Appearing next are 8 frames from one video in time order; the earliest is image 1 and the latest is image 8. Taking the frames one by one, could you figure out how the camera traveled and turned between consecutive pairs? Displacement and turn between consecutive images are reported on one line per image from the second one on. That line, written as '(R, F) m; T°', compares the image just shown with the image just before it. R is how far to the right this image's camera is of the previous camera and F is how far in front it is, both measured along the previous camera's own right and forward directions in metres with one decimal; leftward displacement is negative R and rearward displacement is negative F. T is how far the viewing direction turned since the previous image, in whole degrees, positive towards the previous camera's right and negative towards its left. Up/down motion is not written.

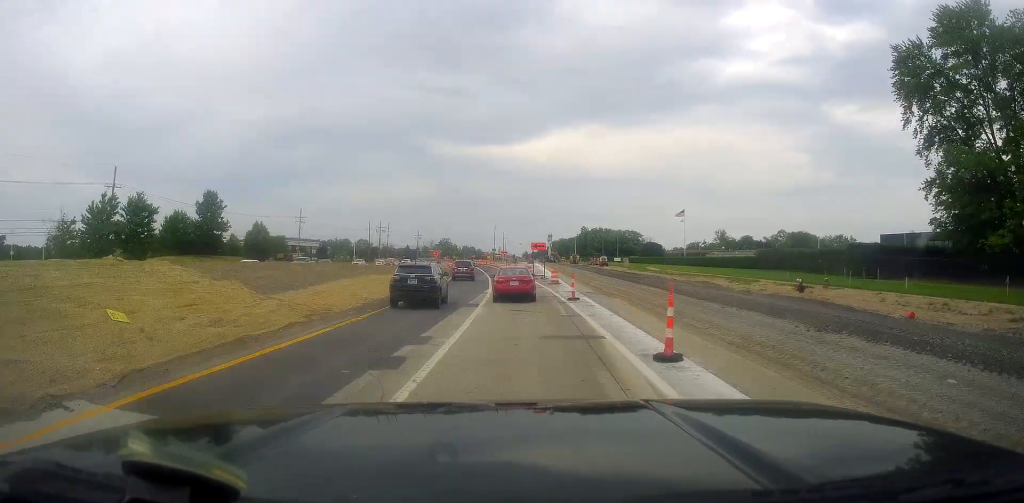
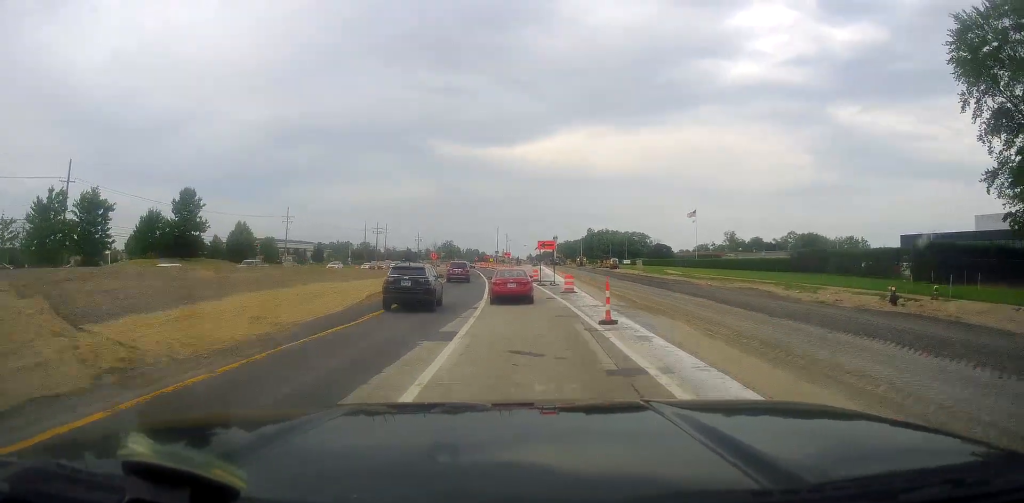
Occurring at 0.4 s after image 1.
(+0.1, +9.1) m; -1°
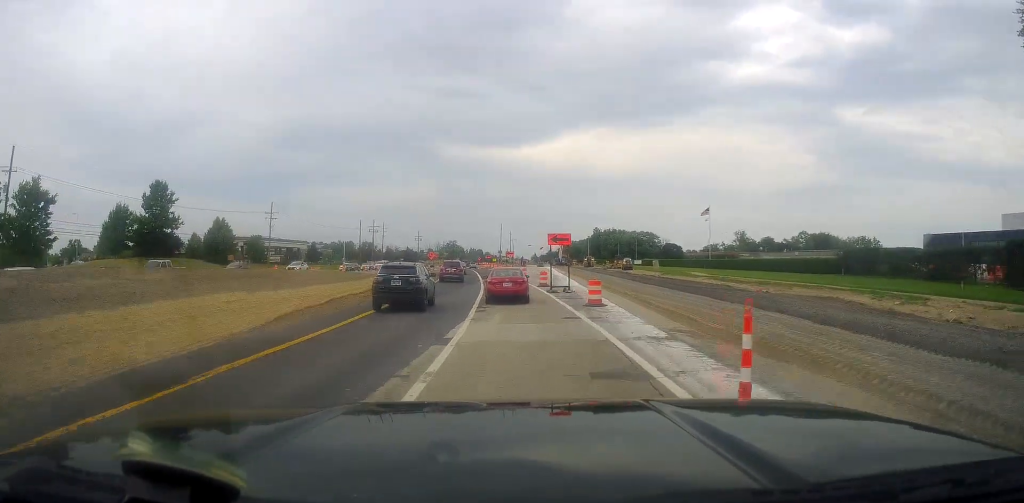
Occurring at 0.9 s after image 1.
(0.0, +9.8) m; -1°
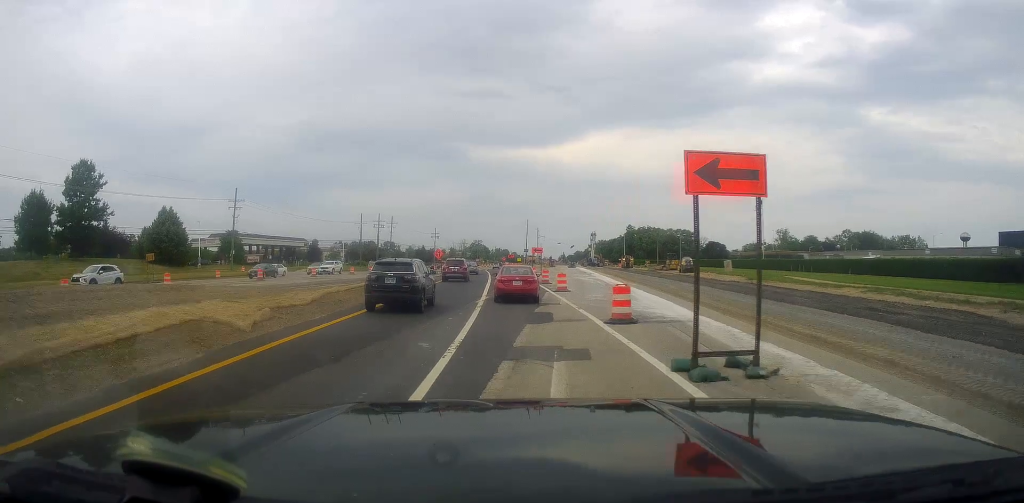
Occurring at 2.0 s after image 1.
(-0.7, +23.0) m; -2°
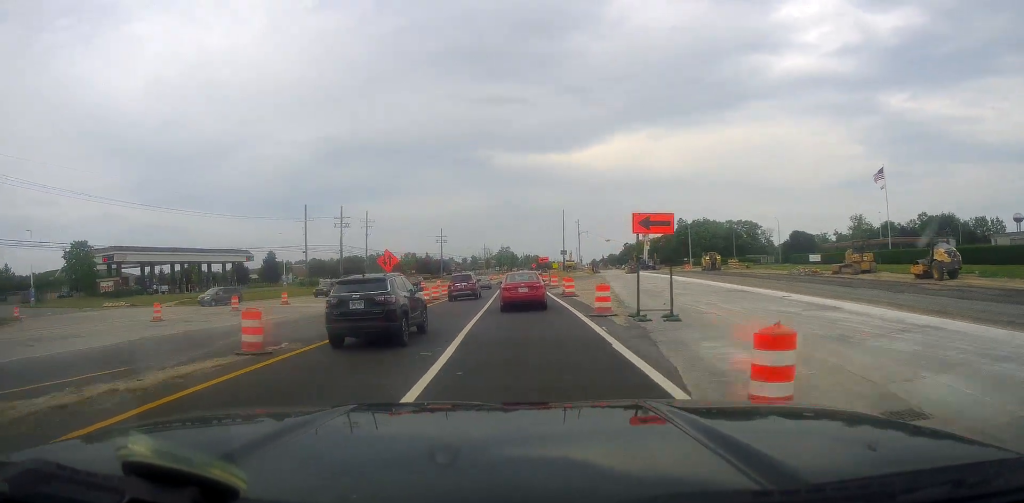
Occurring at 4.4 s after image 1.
(-1.2, +49.9) m; -2°
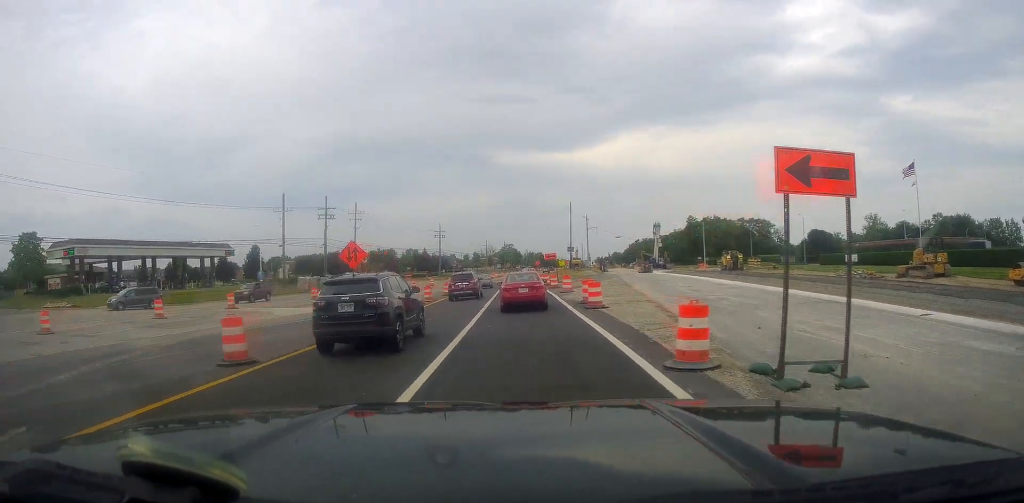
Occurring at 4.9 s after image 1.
(0.0, +9.6) m; 0°
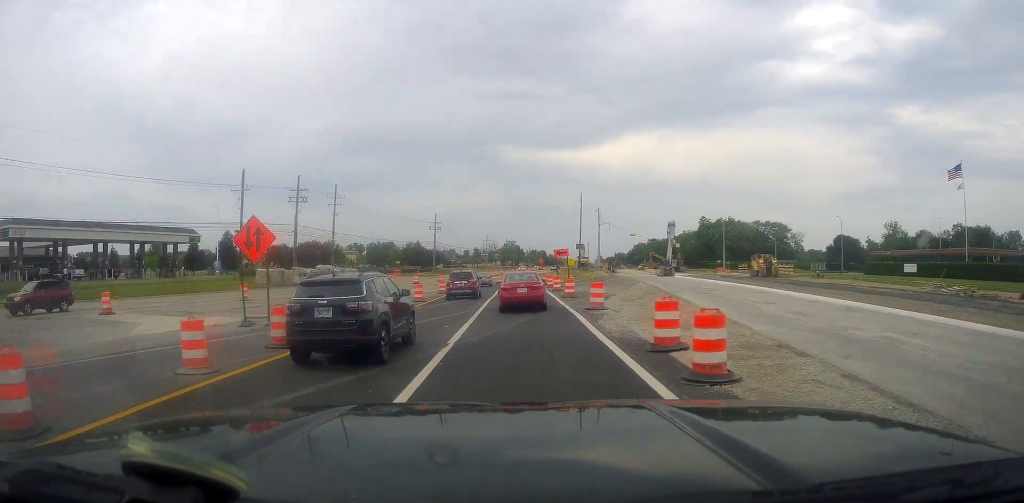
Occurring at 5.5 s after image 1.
(+0.1, +13.0) m; -1°
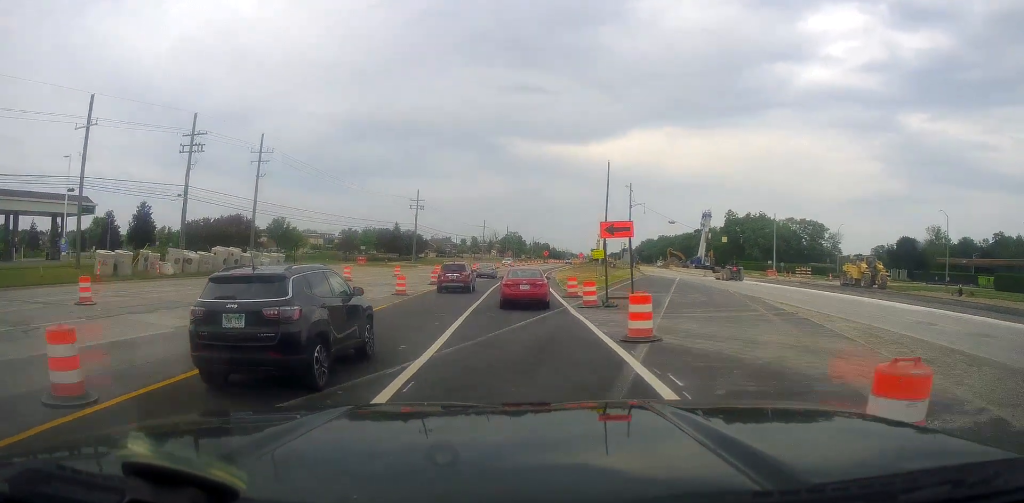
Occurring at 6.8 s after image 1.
(-0.9, +27.4) m; -1°
